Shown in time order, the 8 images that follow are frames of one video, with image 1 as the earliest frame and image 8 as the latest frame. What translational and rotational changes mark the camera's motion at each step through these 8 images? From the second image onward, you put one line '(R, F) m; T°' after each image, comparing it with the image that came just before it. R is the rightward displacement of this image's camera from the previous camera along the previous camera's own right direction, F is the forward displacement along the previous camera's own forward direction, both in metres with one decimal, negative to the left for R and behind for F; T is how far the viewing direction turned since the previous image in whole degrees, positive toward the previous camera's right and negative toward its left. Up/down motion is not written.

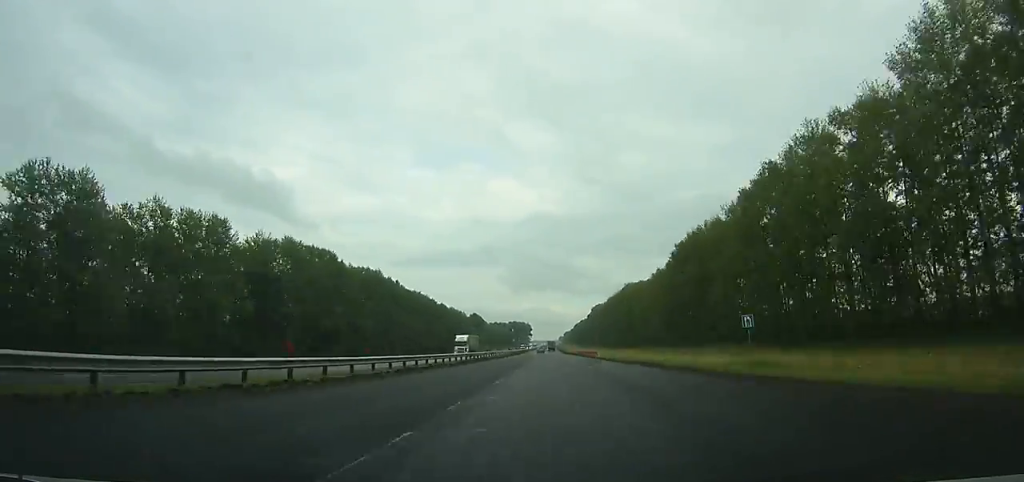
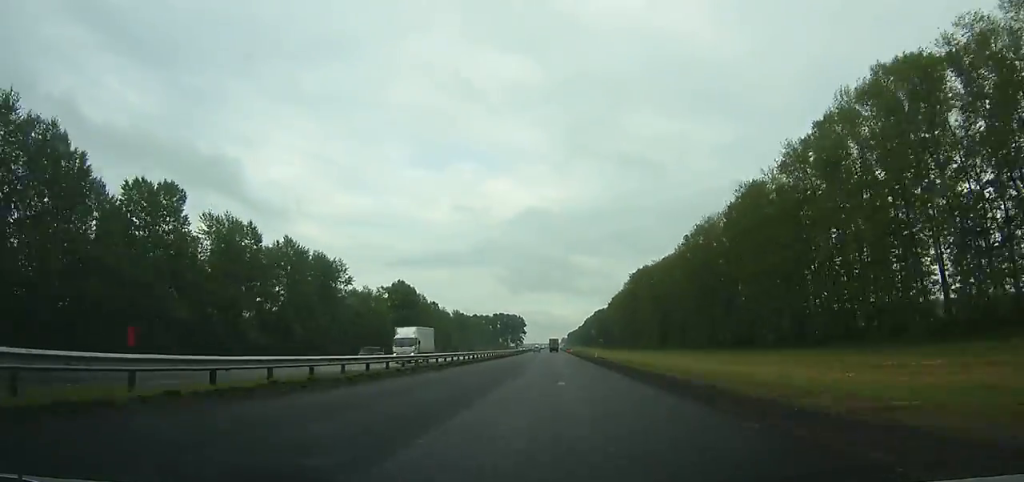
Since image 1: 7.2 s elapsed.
(+0.2, +201.7) m; 0°
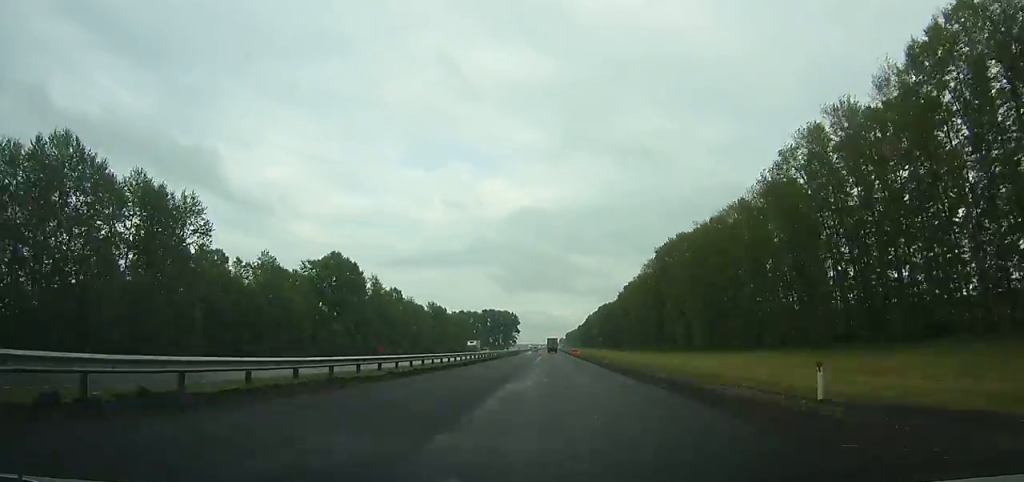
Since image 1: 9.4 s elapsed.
(-0.1, +61.4) m; 0°
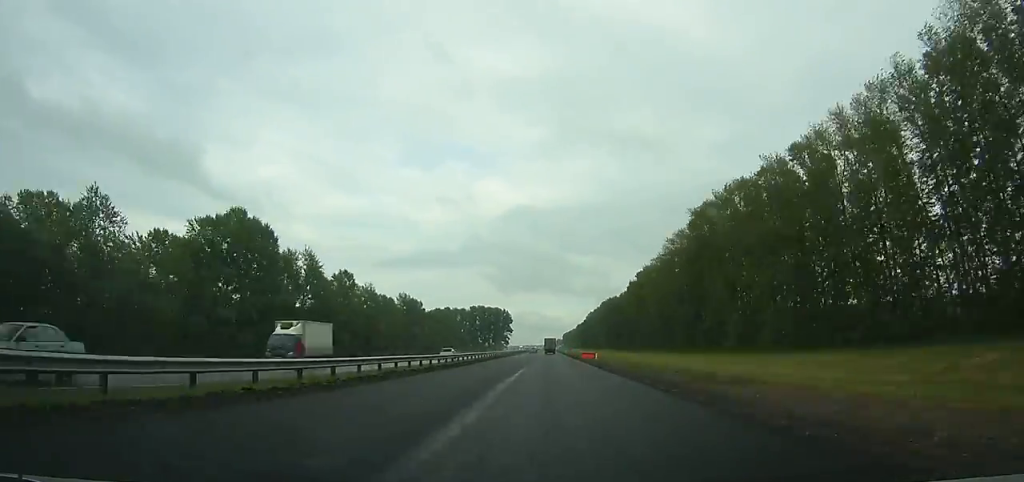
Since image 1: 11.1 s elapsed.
(+0.2, +47.5) m; 0°
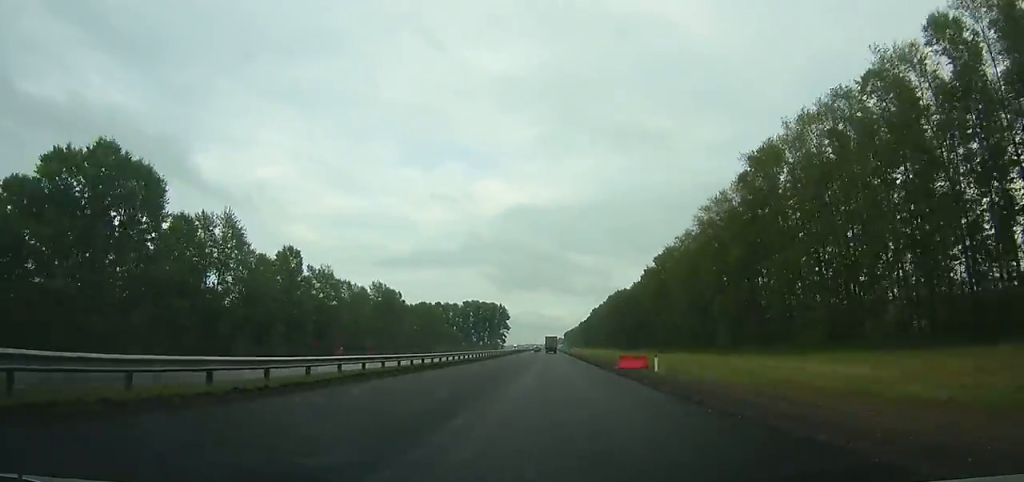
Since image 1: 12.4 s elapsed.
(+0.1, +36.3) m; 0°
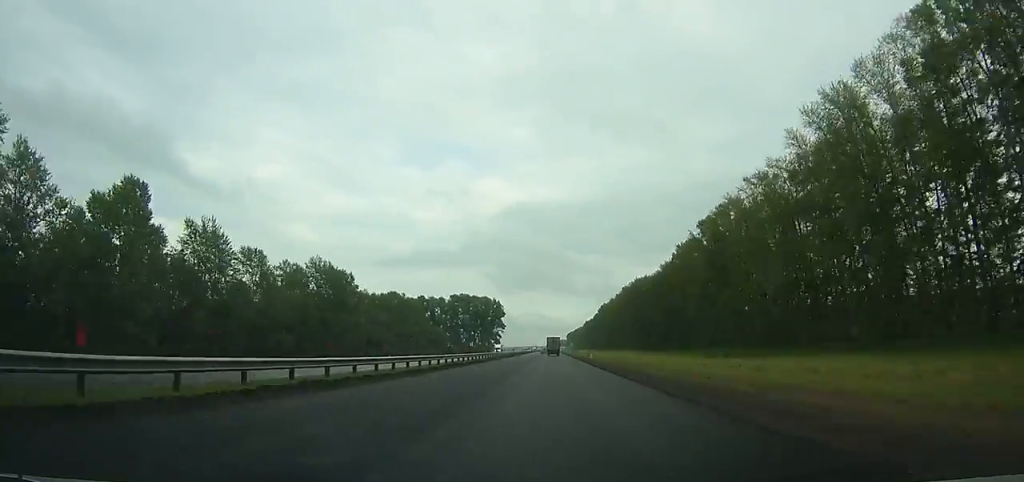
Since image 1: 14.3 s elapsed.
(-0.1, +53.4) m; 0°
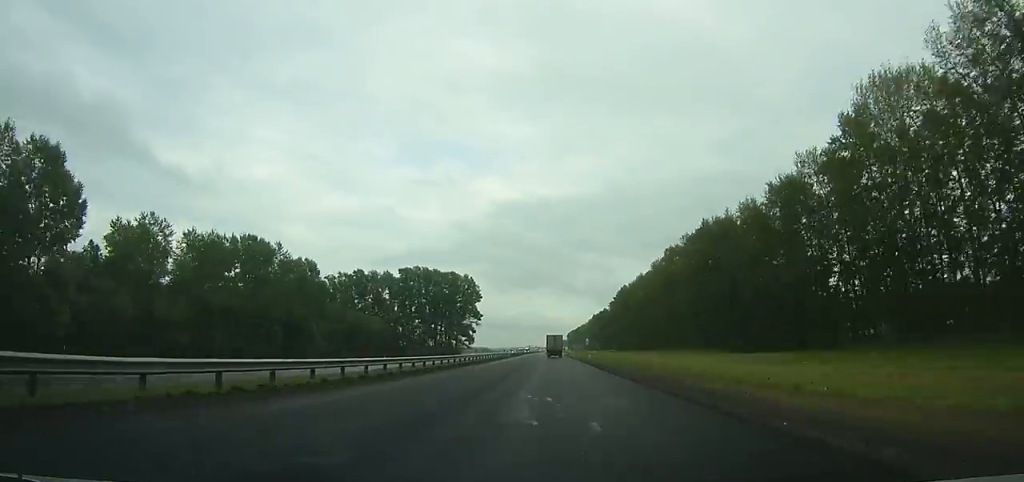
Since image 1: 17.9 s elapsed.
(-0.1, +101.9) m; 0°
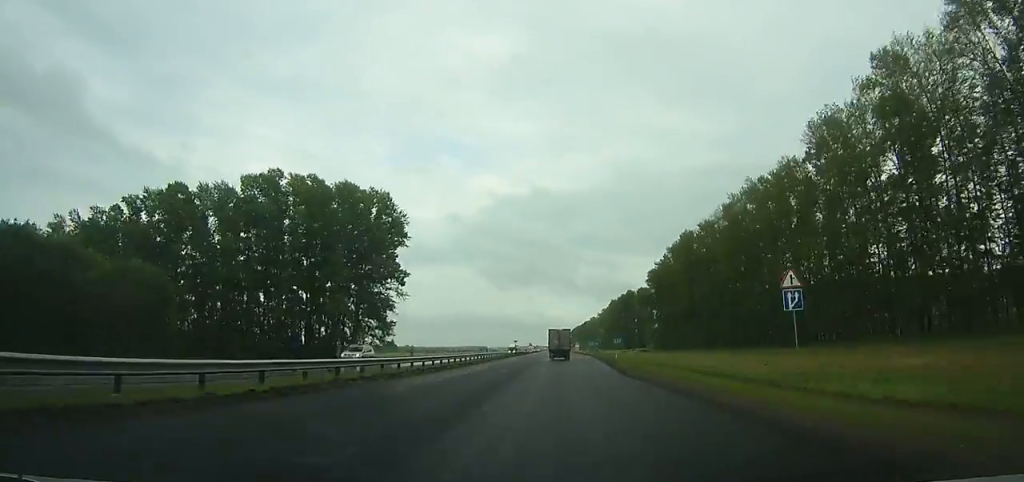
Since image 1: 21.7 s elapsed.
(-0.3, +108.5) m; 0°
